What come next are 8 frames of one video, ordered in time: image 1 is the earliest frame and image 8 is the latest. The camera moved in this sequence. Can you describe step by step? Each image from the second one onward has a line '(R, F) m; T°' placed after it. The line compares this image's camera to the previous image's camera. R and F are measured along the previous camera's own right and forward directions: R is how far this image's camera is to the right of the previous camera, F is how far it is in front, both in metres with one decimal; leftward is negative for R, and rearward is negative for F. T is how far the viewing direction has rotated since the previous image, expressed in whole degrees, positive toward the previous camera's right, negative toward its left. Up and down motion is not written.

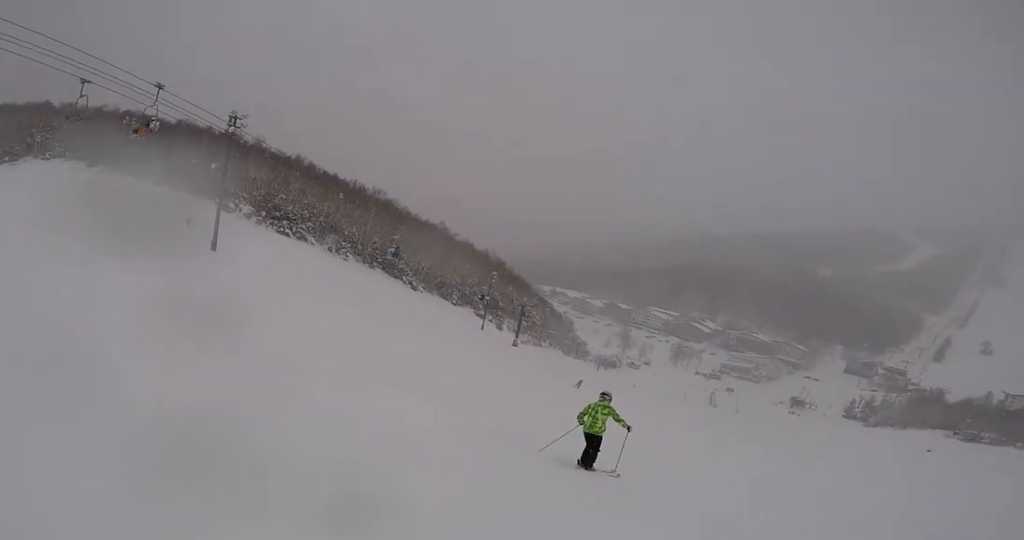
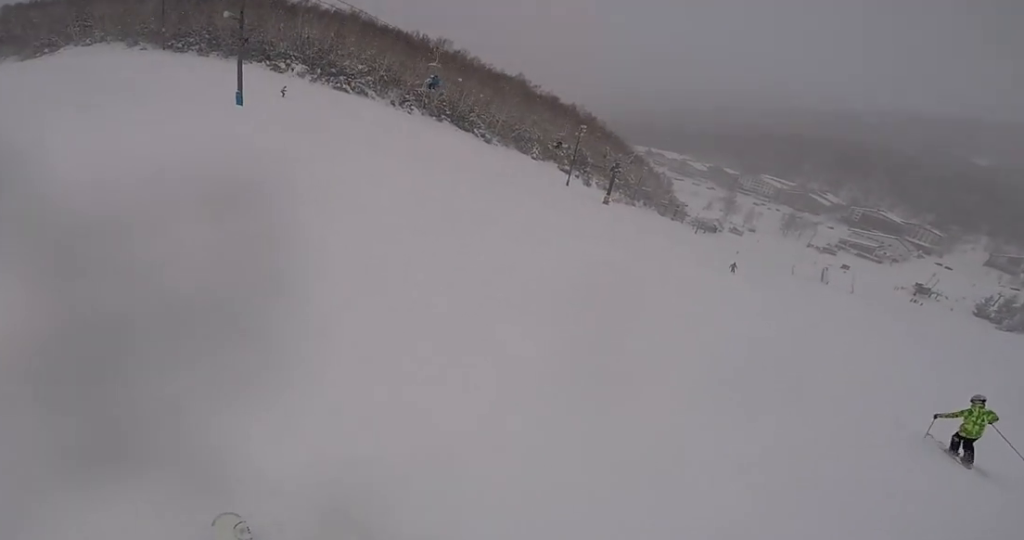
(-1.1, +5.4) m; -23°
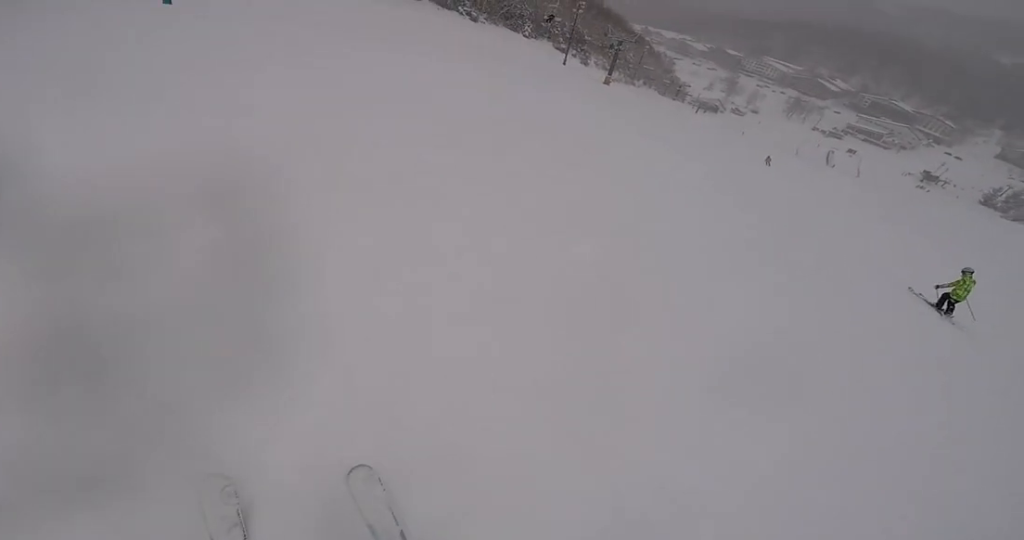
(-0.5, +3.6) m; 0°
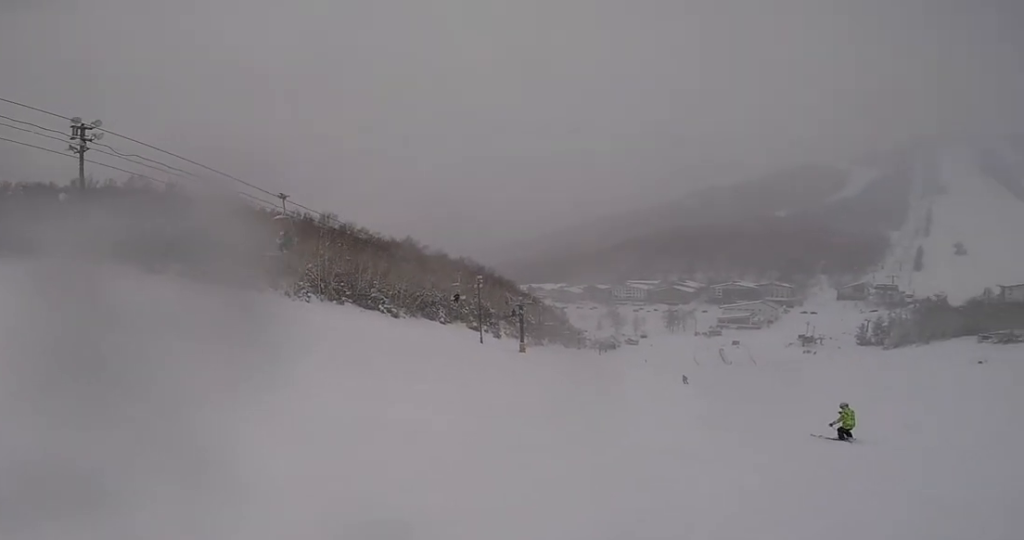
(-0.6, +2.5) m; +9°
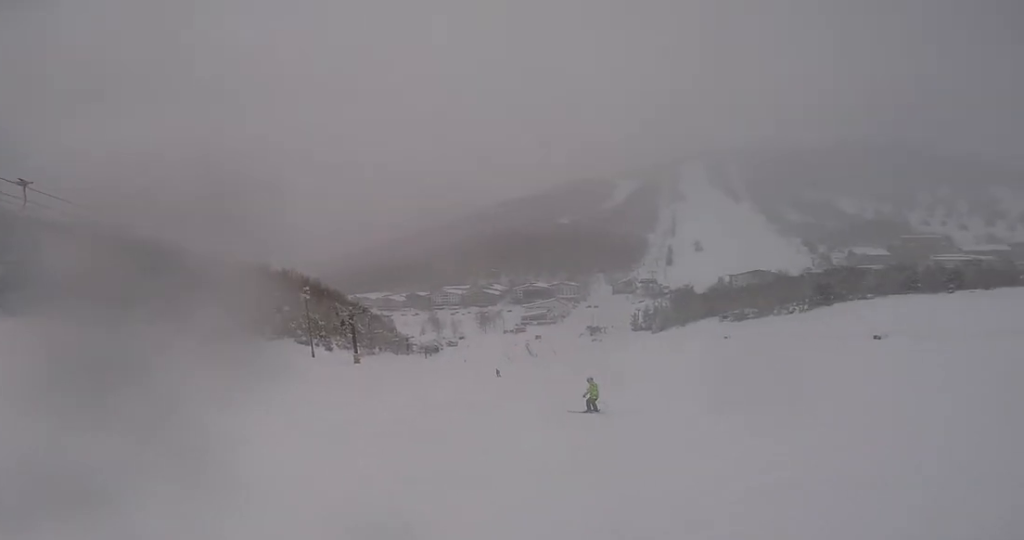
(+0.9, +2.2) m; +12°
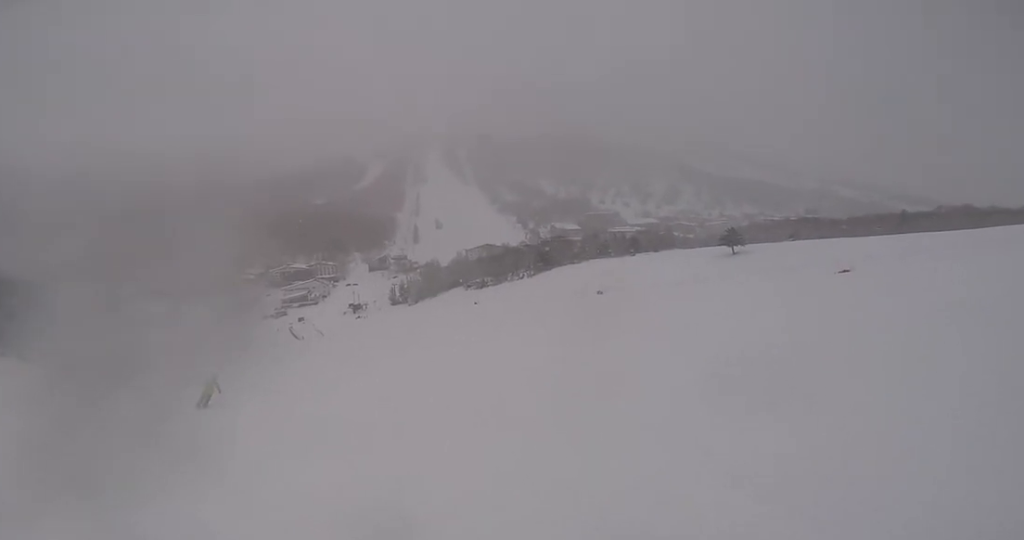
(+3.2, +8.0) m; +47°
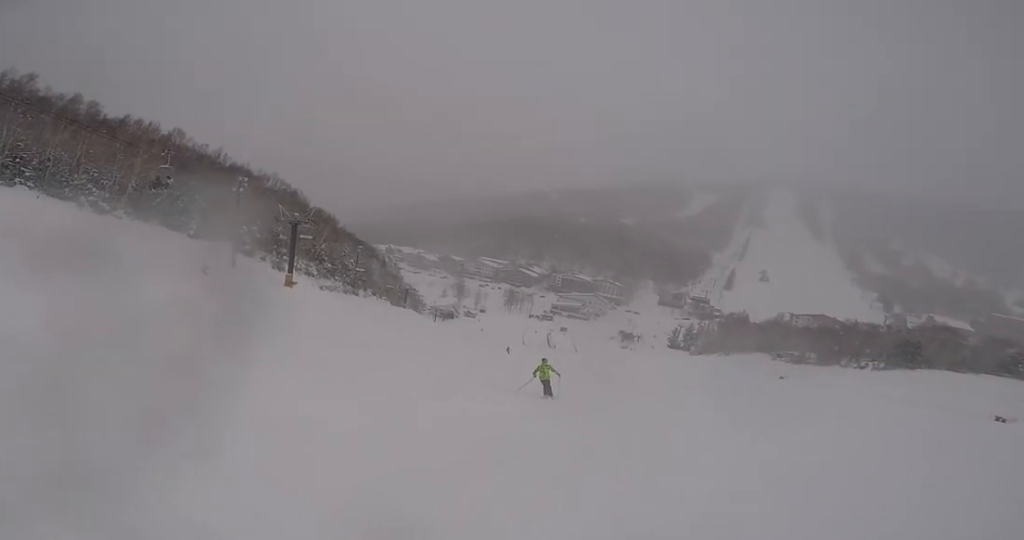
(-0.8, +14.1) m; -45°
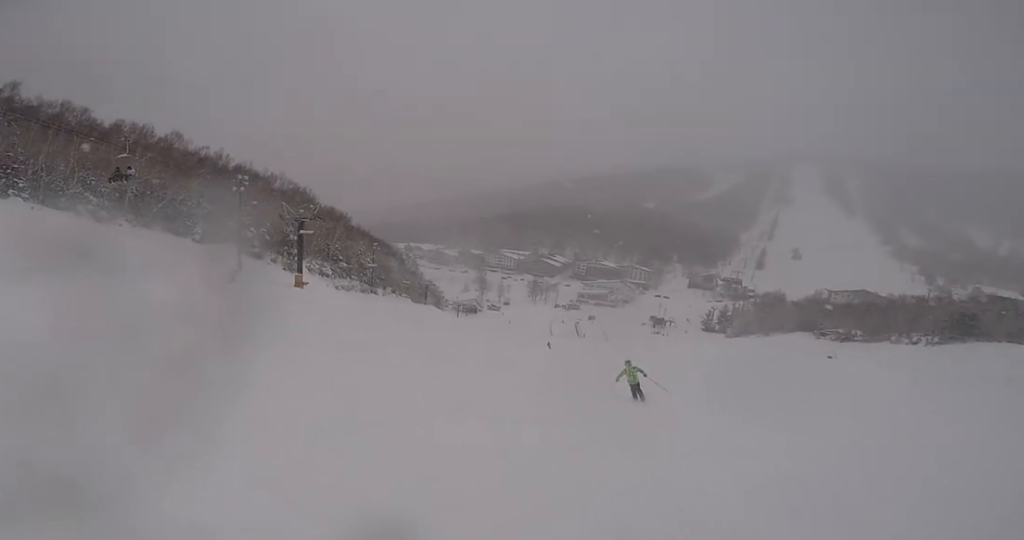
(-0.7, +3.3) m; -11°
